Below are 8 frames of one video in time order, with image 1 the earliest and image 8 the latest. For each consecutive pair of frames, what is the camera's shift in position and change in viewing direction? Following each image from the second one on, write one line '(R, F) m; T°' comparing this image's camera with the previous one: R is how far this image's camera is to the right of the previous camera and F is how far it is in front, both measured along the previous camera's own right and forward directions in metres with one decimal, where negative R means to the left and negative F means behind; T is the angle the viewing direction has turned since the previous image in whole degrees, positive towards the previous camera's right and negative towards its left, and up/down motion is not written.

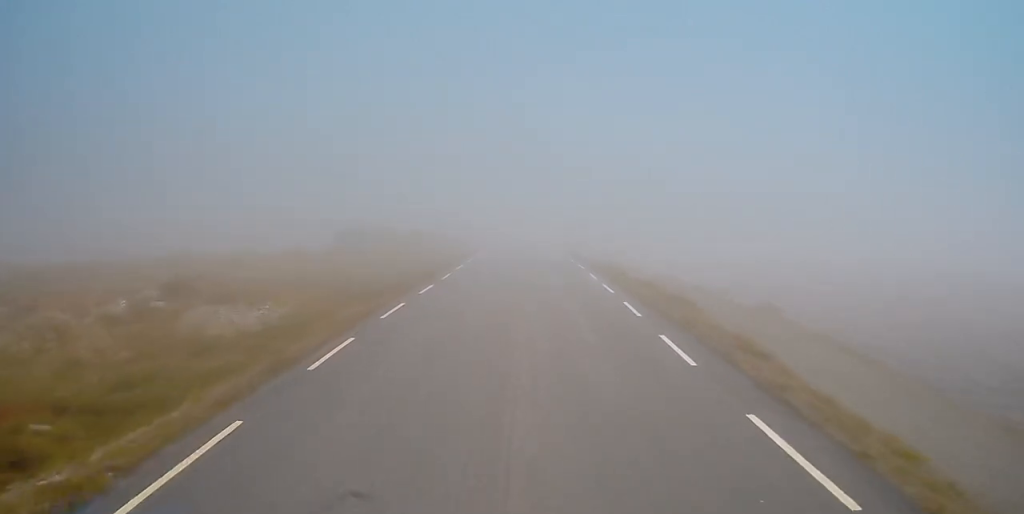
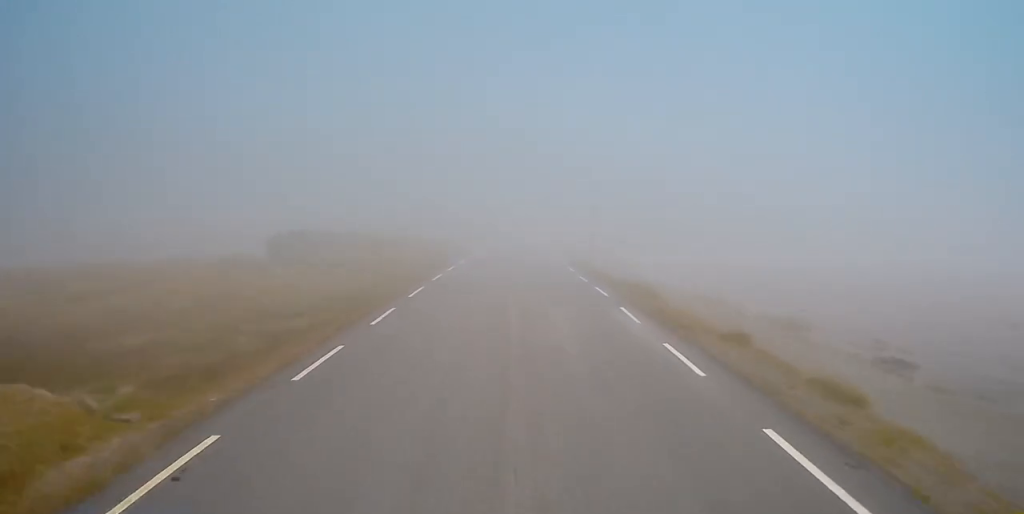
(+0.1, +12.7) m; +2°
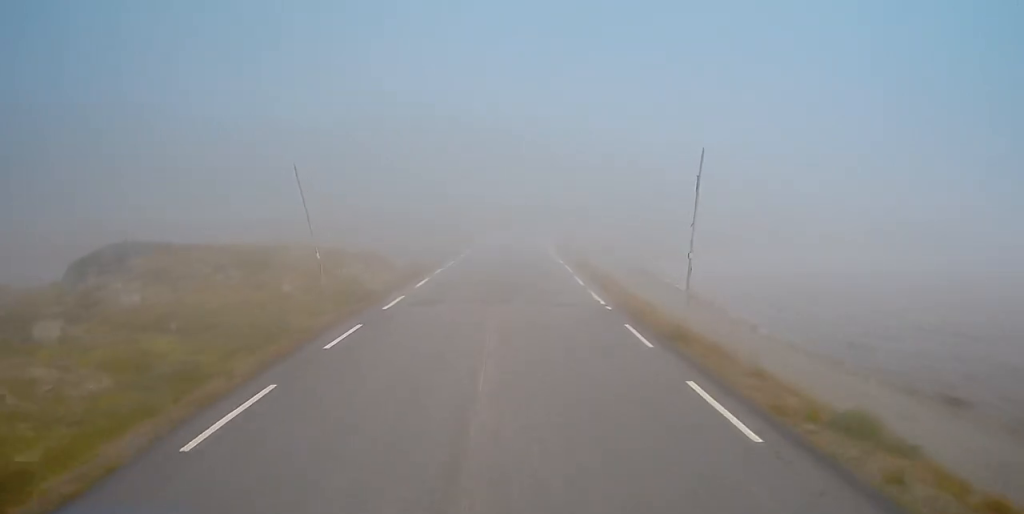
(+0.5, +21.3) m; 0°
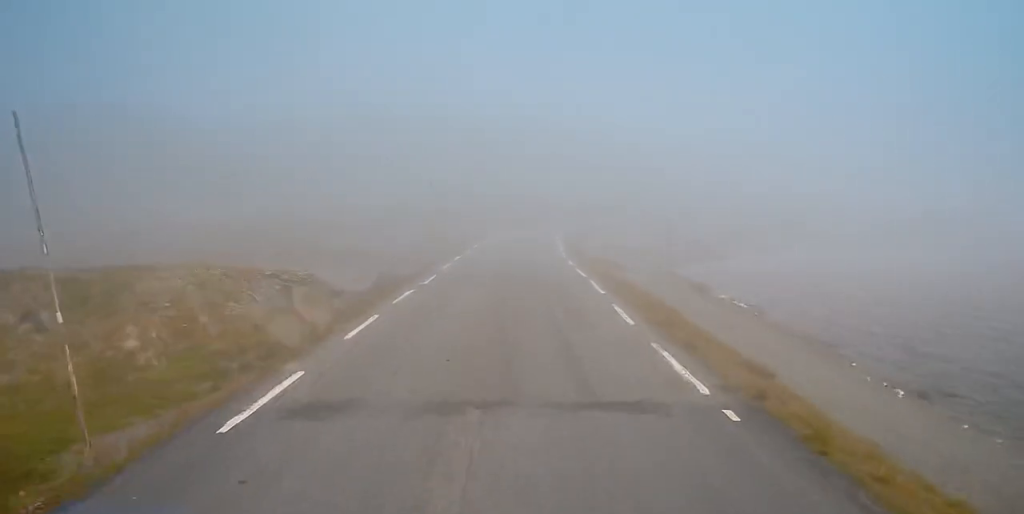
(-0.2, +11.0) m; 0°
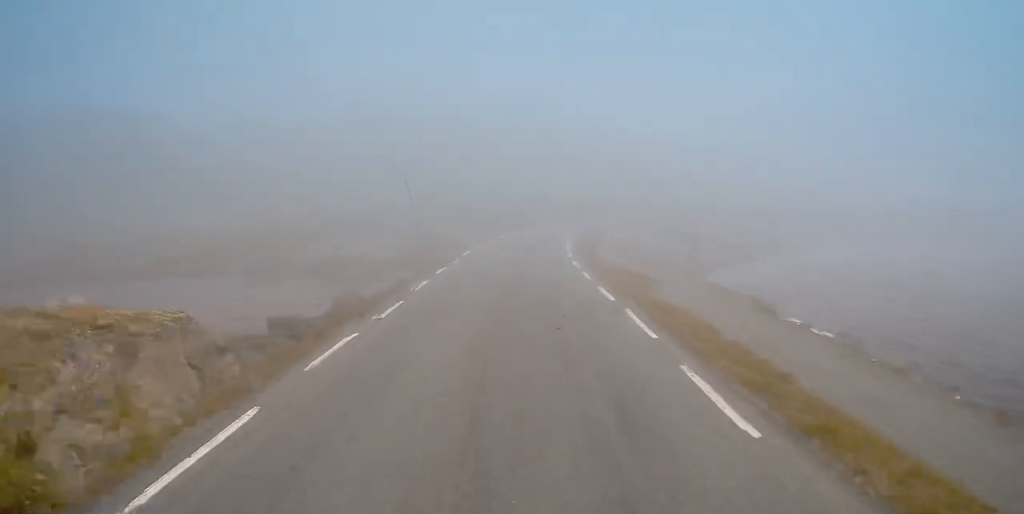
(+0.2, +8.5) m; -1°
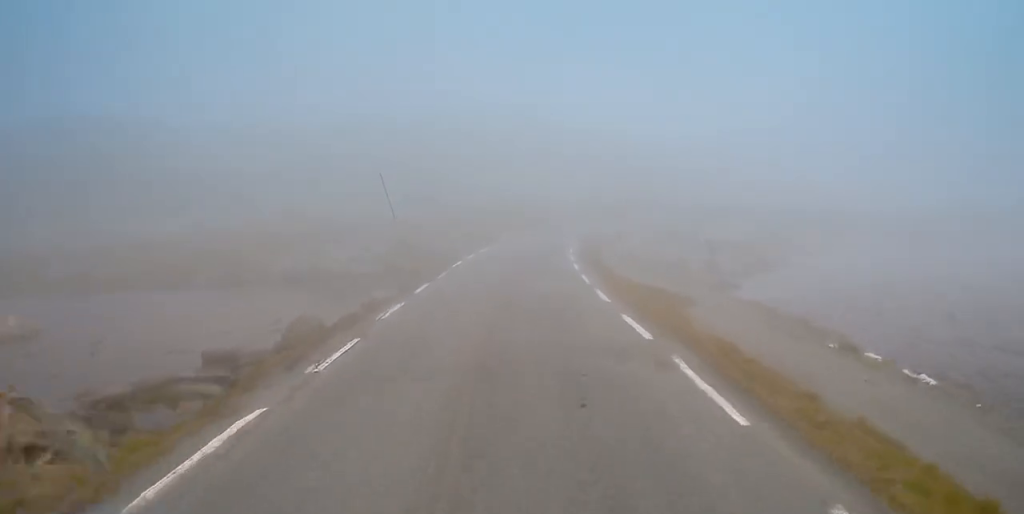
(-0.1, +5.7) m; 0°
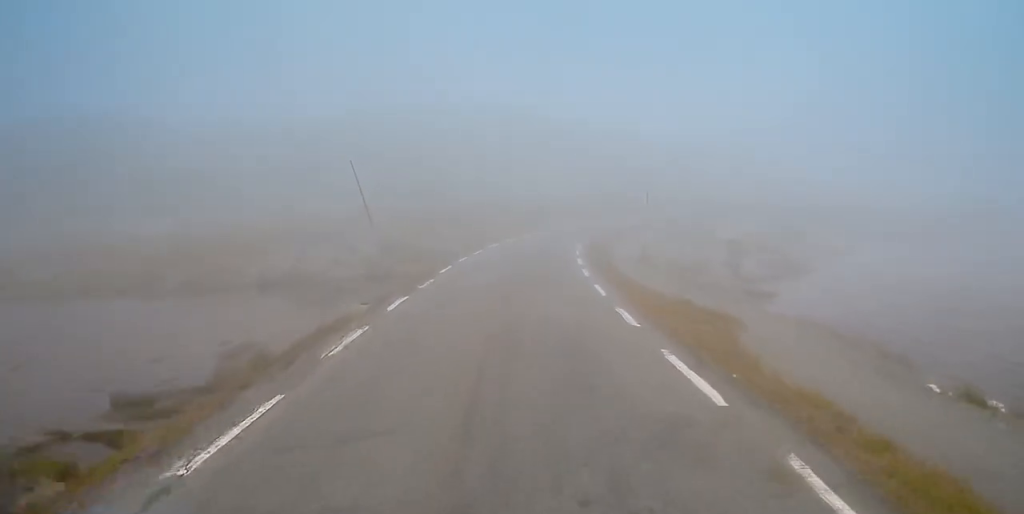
(-0.3, +5.2) m; +1°
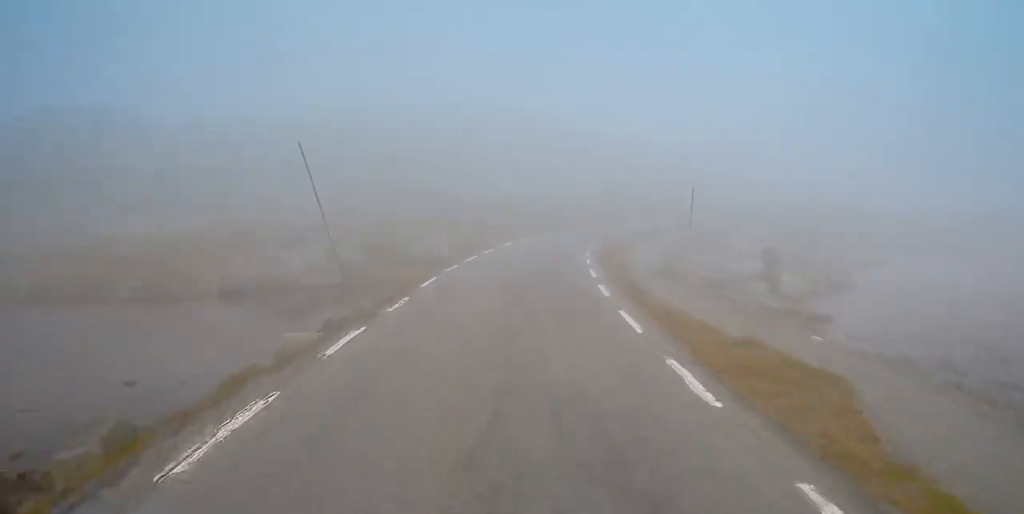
(+0.2, +6.4) m; +1°
